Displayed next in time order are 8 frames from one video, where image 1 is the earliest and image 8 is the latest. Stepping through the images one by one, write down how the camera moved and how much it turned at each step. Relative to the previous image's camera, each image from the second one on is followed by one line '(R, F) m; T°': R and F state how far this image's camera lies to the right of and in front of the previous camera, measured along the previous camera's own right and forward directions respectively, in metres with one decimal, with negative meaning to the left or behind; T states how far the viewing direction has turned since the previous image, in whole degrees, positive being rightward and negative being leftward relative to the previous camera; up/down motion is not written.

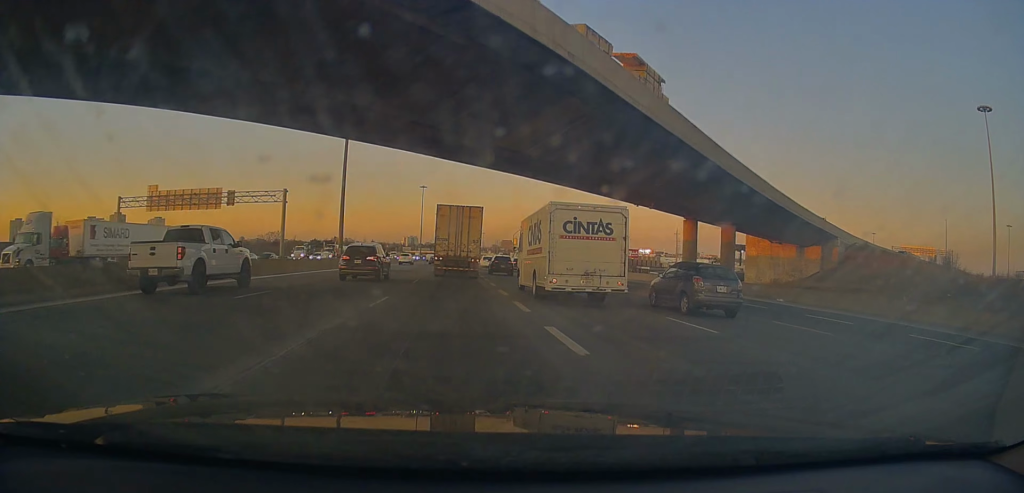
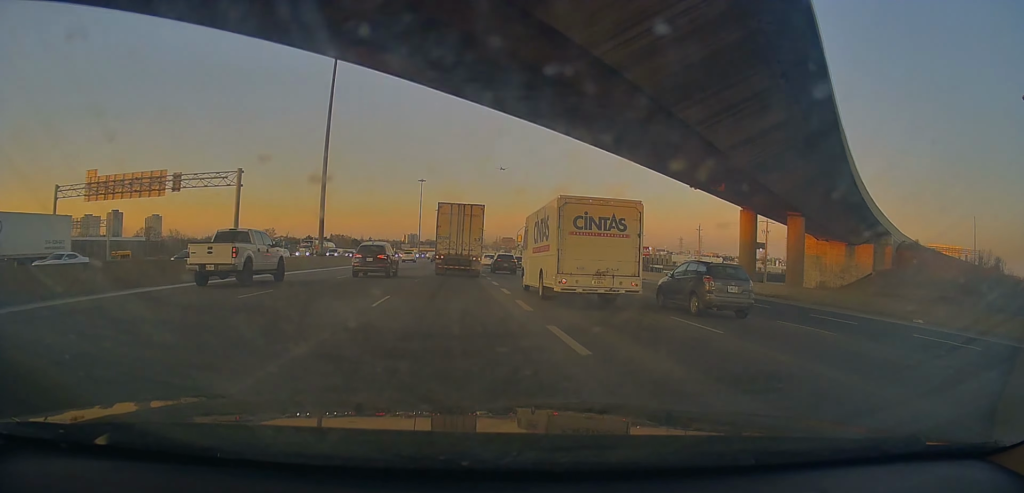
(-0.1, +11.6) m; -1°
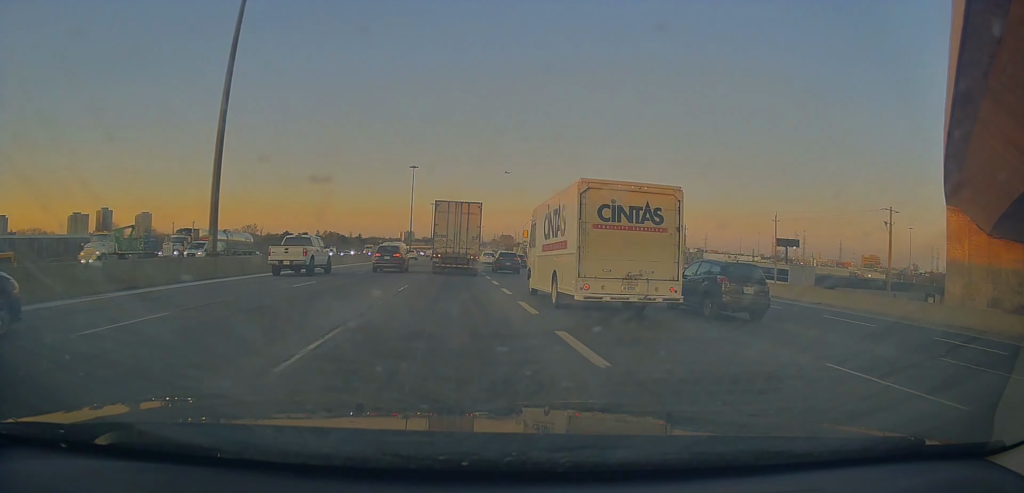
(-0.9, +30.3) m; -2°
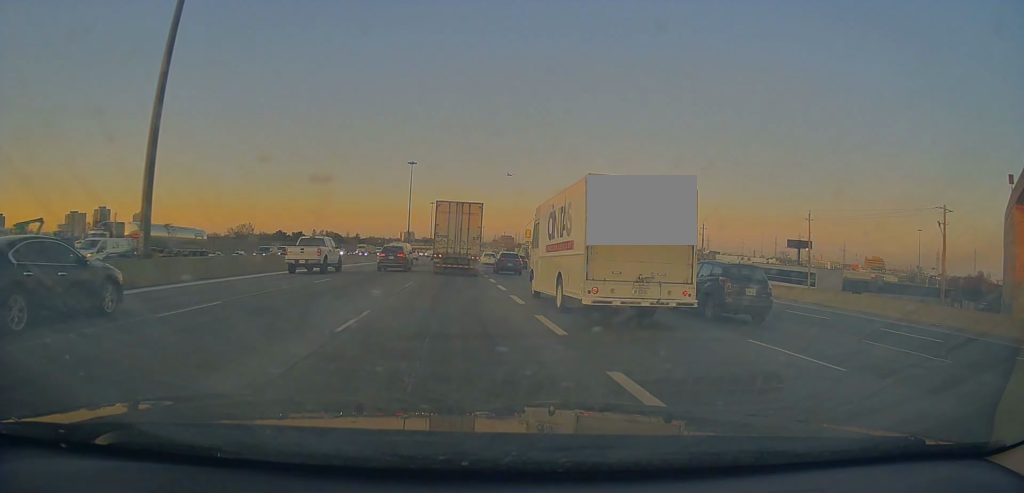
(+0.1, +9.3) m; 0°
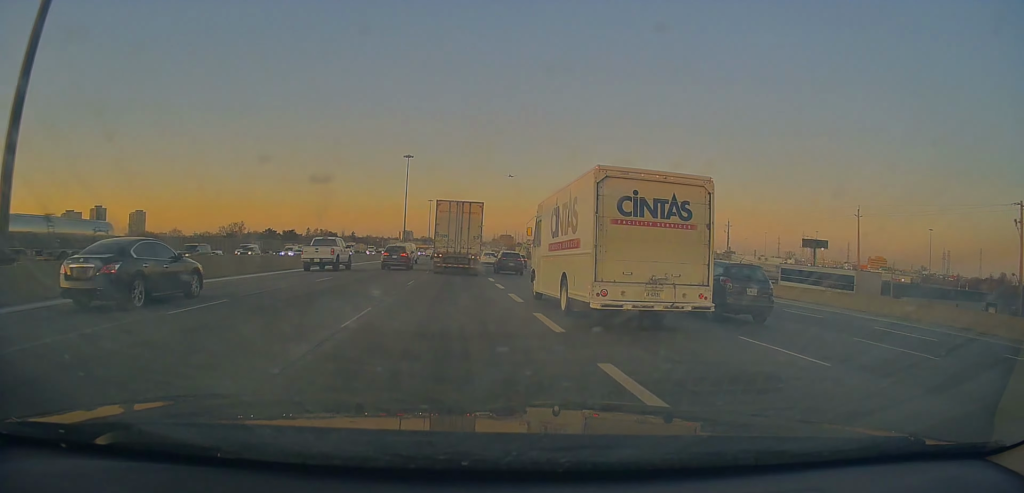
(+0.1, +11.5) m; 0°
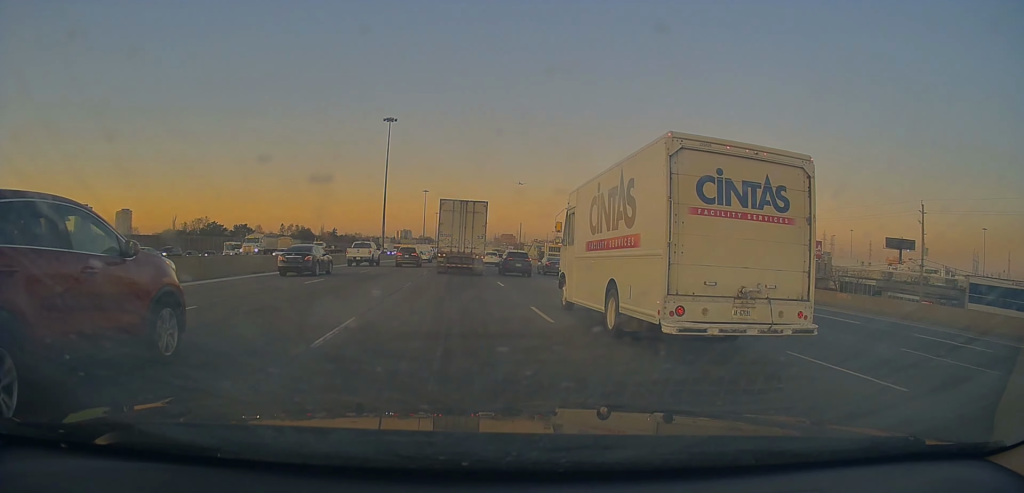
(+0.8, +49.7) m; +1°
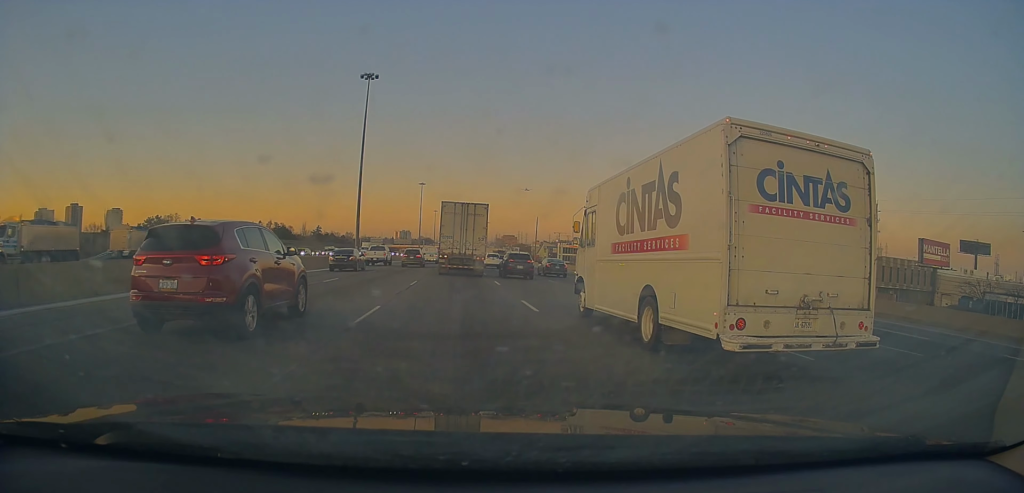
(-0.8, +33.7) m; -1°
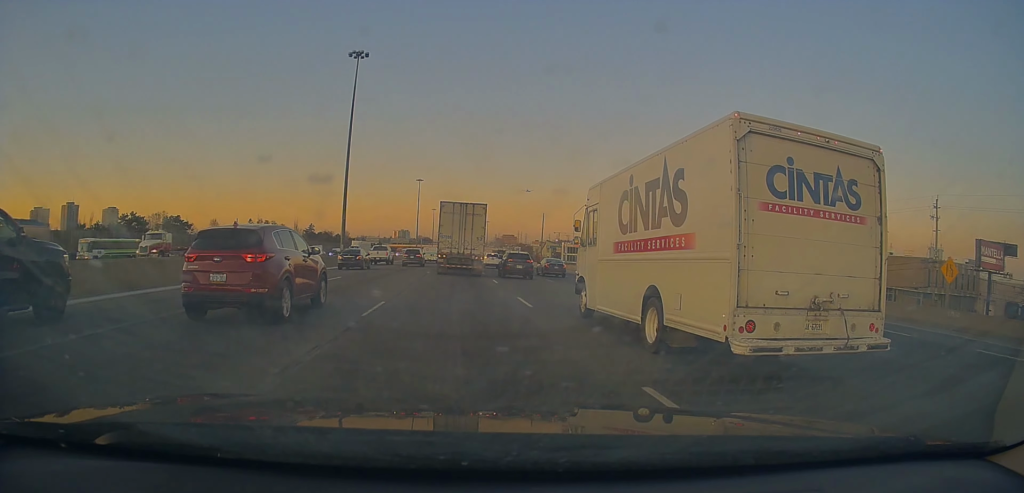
(0.0, +10.9) m; 0°
